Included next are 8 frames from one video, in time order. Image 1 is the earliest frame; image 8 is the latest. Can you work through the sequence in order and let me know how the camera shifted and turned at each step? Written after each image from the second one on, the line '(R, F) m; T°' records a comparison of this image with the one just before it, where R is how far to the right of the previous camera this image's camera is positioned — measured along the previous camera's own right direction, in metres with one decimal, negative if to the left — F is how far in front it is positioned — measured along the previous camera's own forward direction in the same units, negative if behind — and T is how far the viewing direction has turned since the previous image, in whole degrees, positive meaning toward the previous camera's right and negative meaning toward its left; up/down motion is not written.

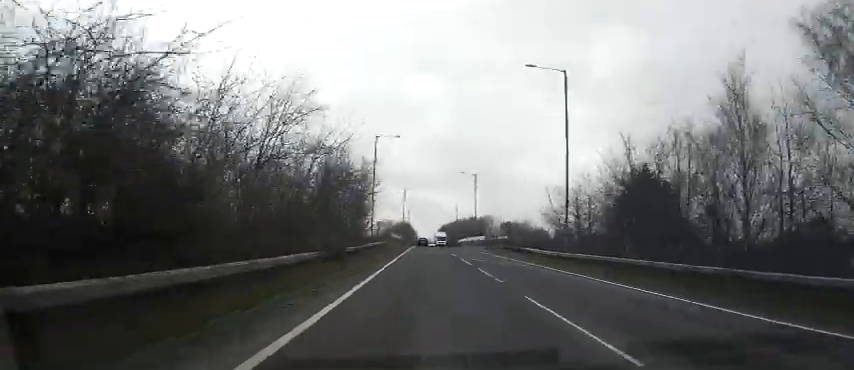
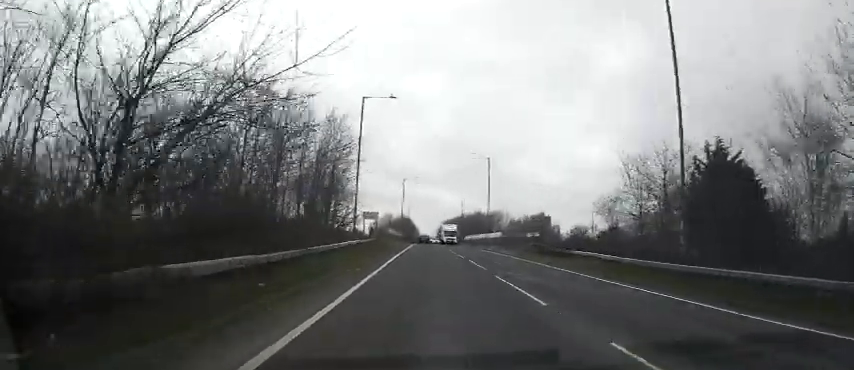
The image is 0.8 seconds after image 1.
(-0.1, +15.2) m; 0°
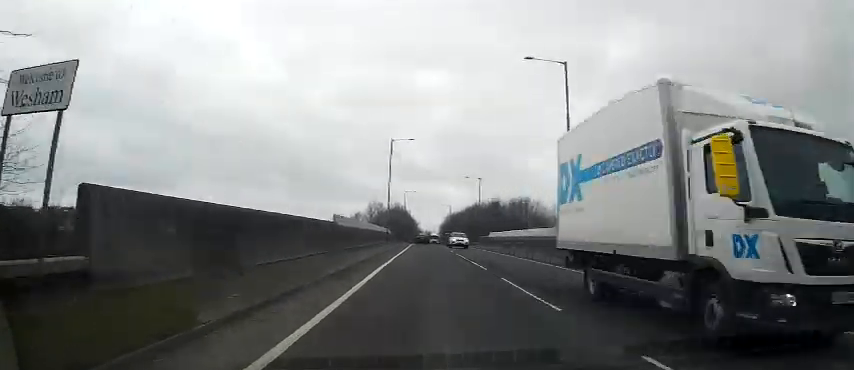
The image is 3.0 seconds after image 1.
(+0.1, +39.8) m; 0°
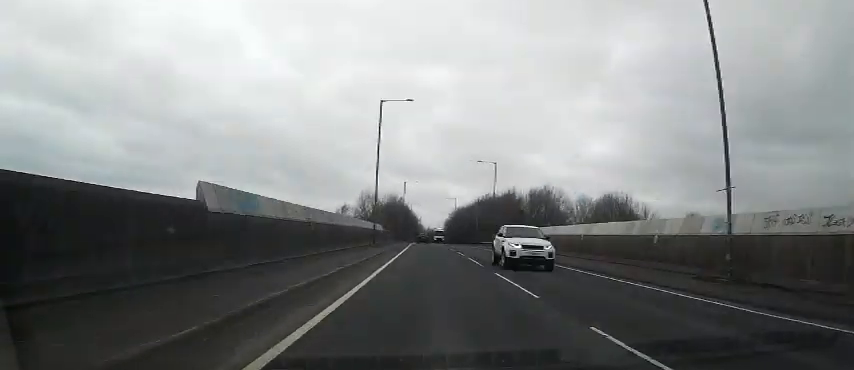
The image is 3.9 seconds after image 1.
(+0.1, +17.9) m; 0°
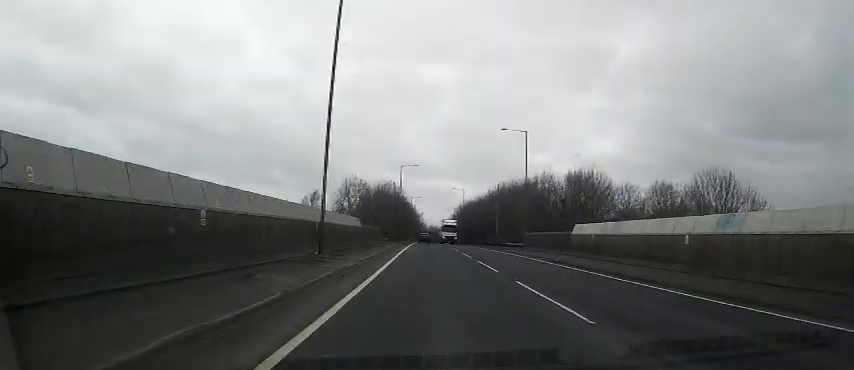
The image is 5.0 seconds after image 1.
(-0.1, +22.7) m; 0°
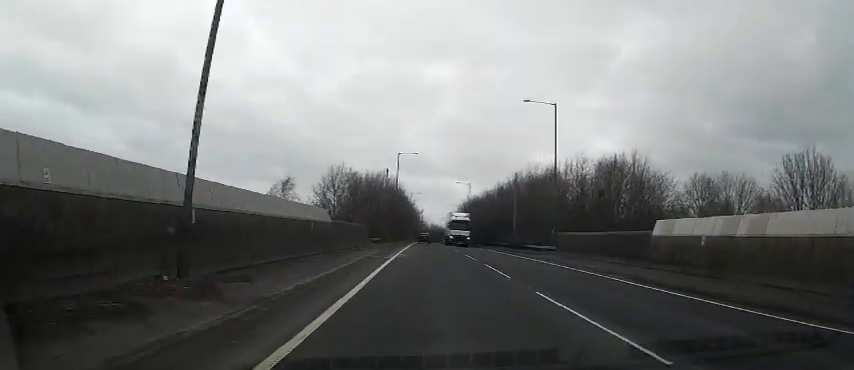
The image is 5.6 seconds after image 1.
(0.0, +12.1) m; 0°
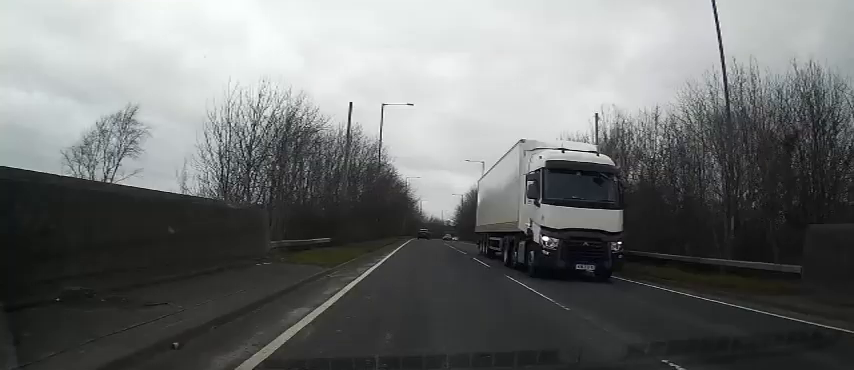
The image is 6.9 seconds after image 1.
(0.0, +27.7) m; 0°
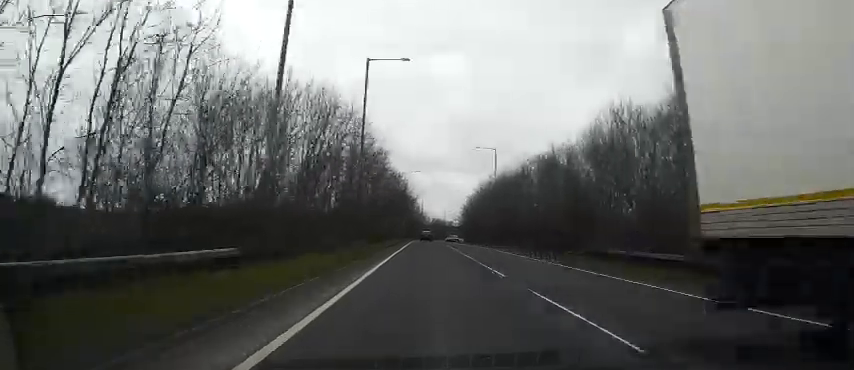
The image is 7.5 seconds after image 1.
(0.0, +14.0) m; +1°
